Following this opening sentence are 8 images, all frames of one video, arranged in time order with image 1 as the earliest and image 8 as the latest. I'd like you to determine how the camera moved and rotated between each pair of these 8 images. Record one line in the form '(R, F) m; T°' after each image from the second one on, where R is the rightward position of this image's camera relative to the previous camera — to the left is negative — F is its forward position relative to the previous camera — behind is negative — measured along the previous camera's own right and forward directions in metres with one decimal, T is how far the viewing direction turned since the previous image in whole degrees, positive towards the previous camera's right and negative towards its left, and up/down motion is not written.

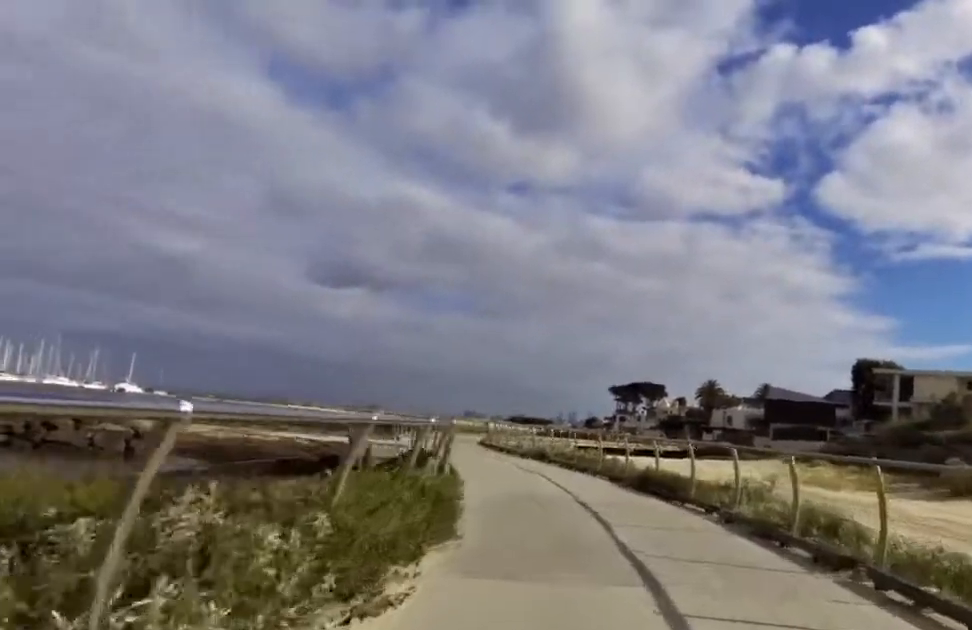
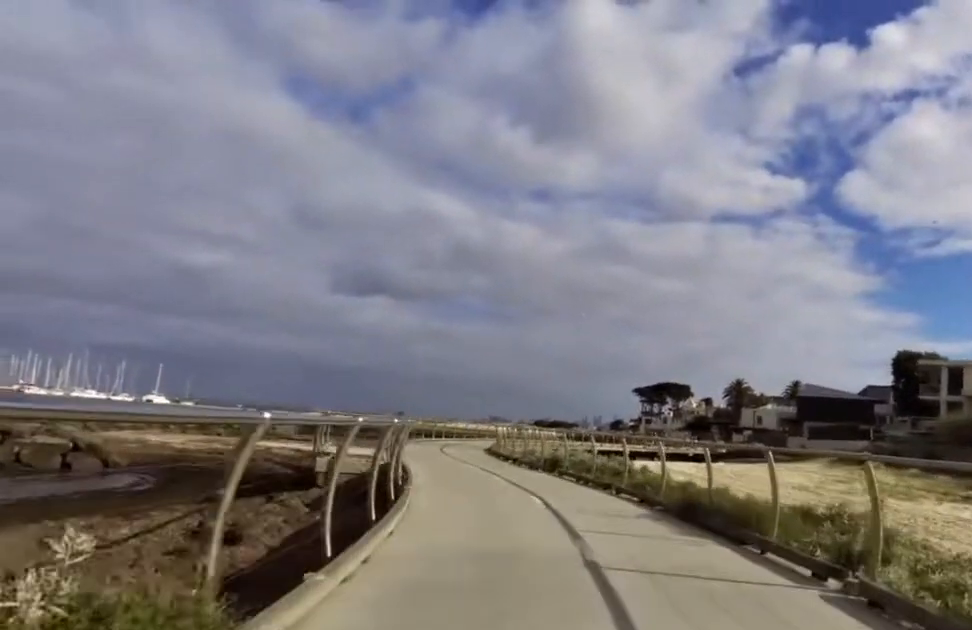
(+0.2, +4.7) m; 0°
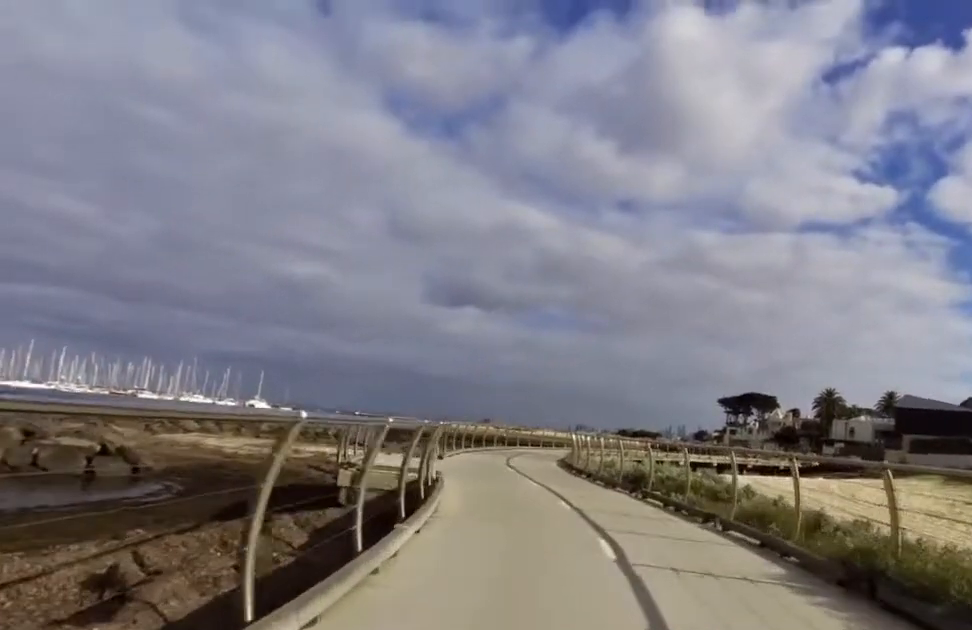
(+0.4, +3.8) m; -2°
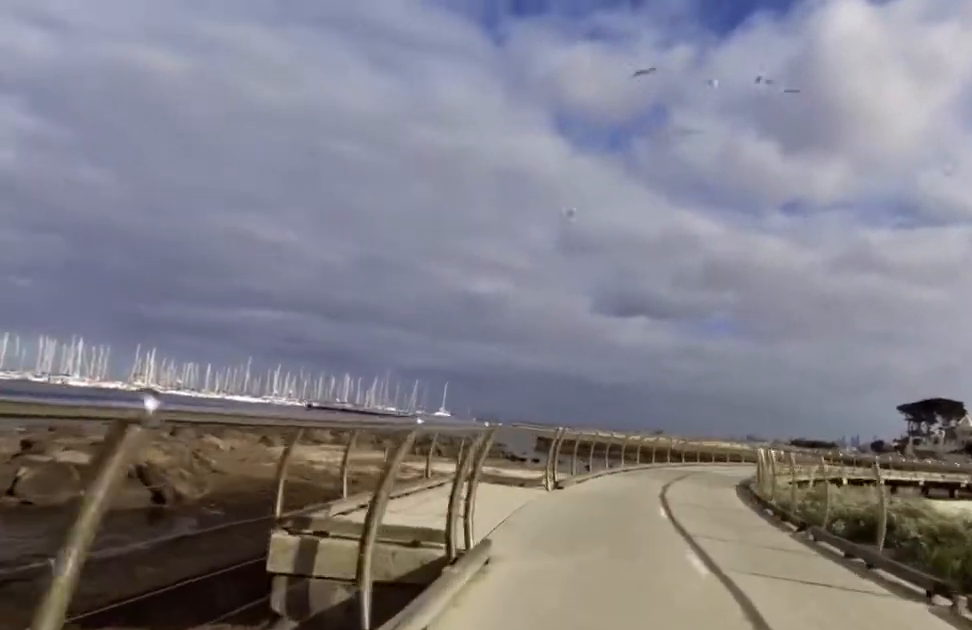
(-1.2, +7.8) m; -9°
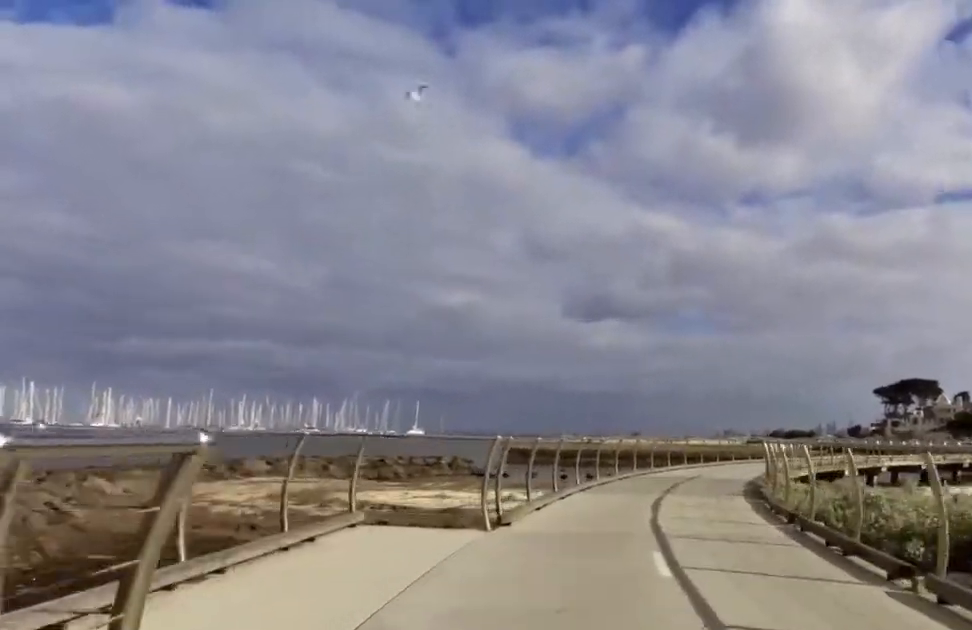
(0.0, +4.0) m; 0°
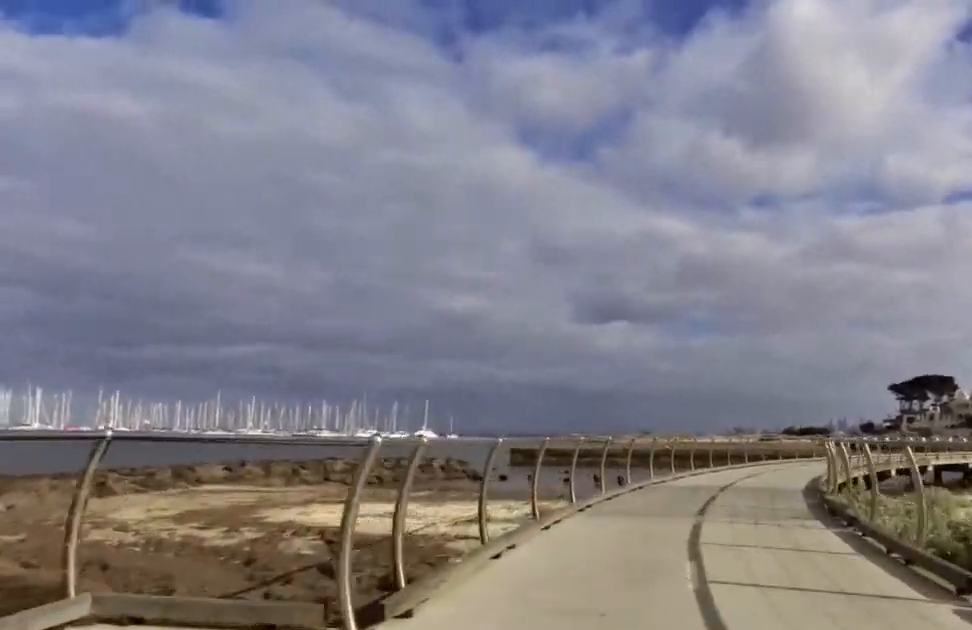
(0.0, +4.6) m; -4°
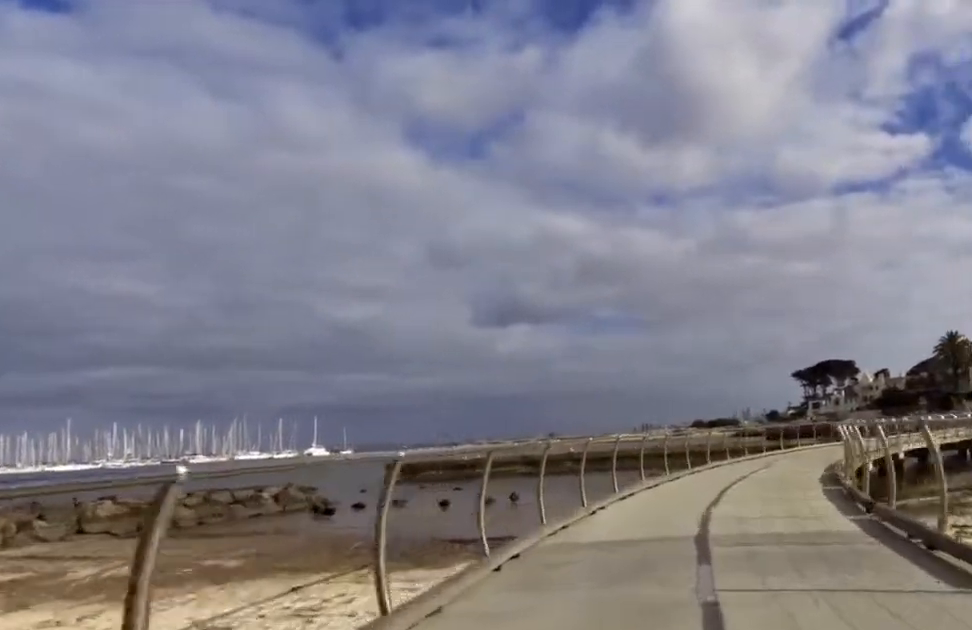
(-0.6, +7.9) m; 0°
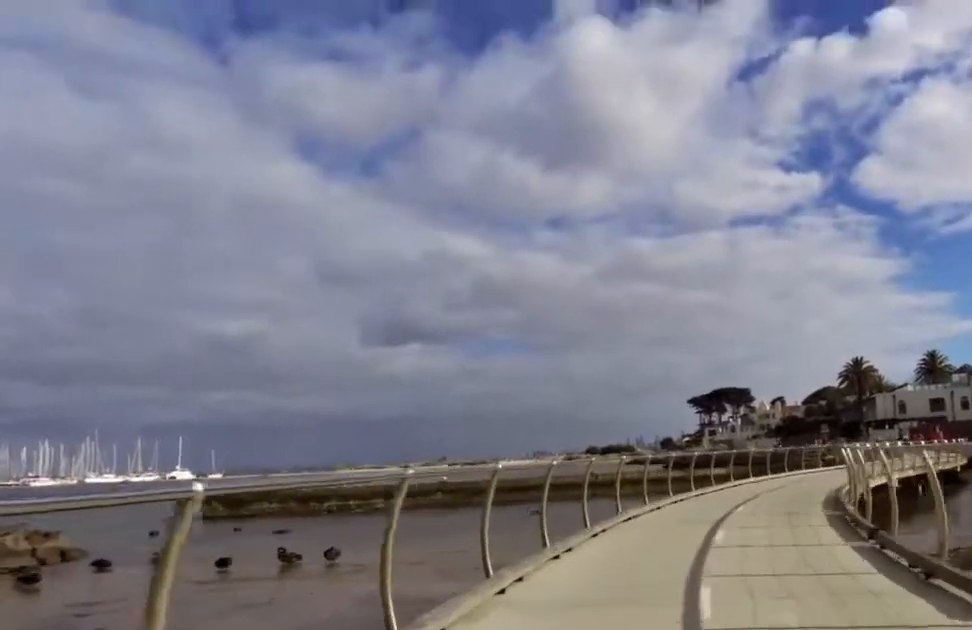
(+1.0, +8.1) m; +11°
